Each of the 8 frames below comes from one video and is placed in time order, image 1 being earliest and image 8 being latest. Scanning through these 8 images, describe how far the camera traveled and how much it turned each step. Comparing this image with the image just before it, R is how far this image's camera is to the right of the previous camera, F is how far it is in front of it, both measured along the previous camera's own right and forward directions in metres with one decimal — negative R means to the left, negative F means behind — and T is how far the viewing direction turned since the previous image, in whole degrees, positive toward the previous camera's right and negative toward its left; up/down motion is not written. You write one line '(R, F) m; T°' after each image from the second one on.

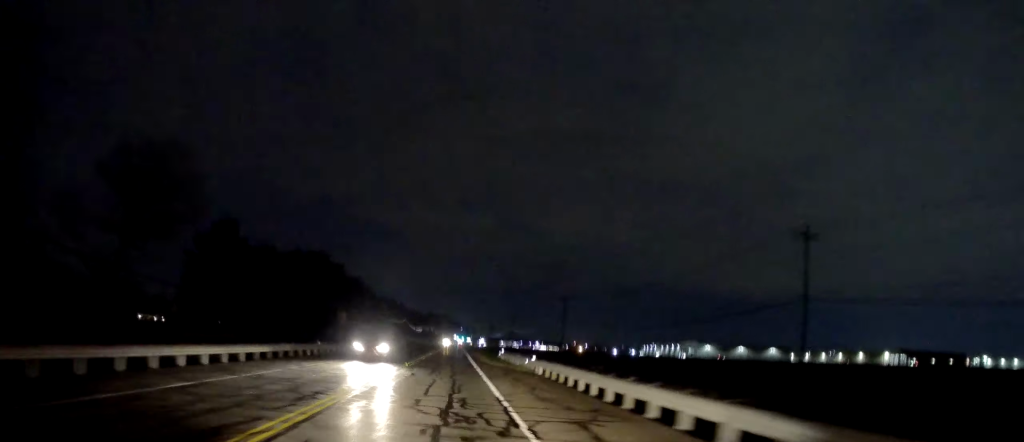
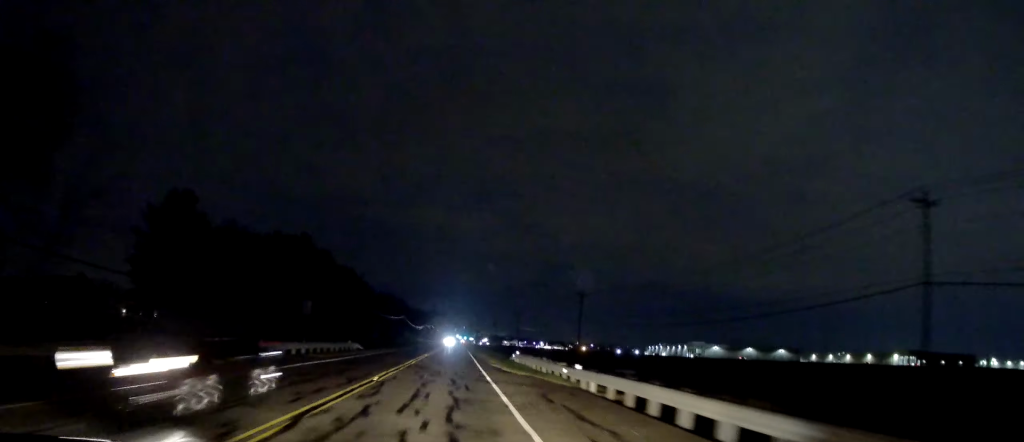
(0.0, +11.1) m; 0°
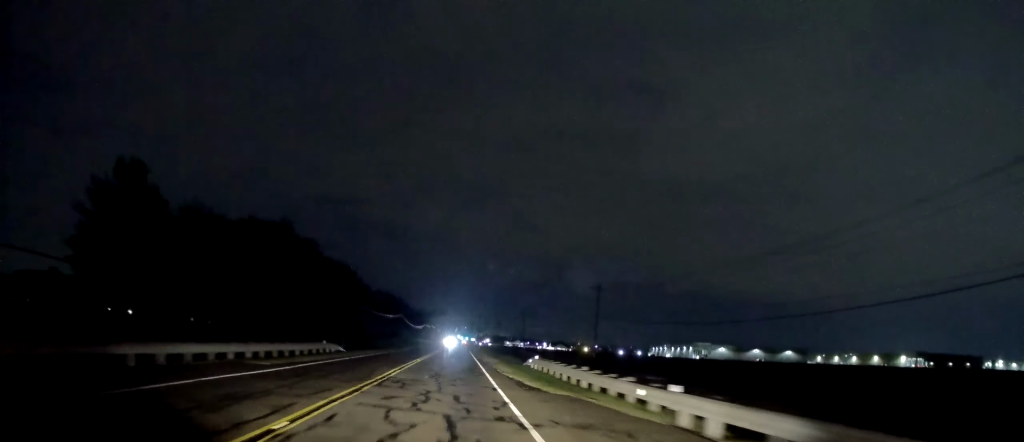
(0.0, +9.1) m; 0°
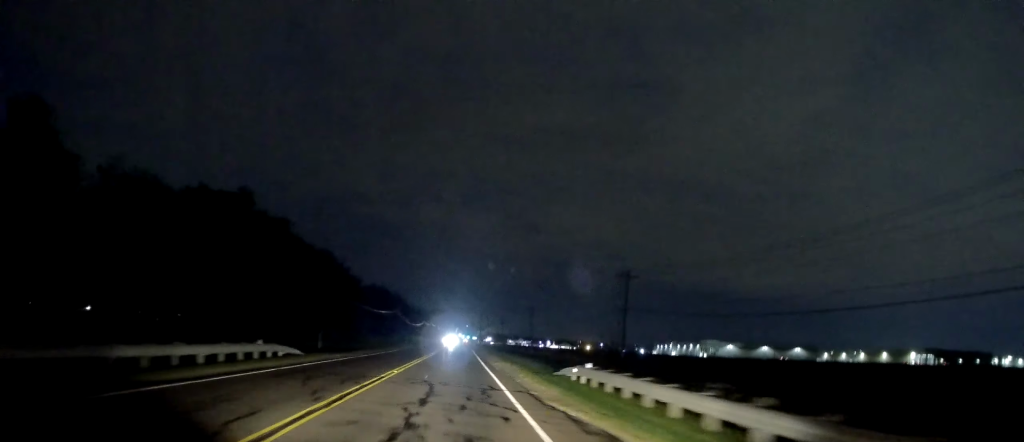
(0.0, +12.5) m; 0°
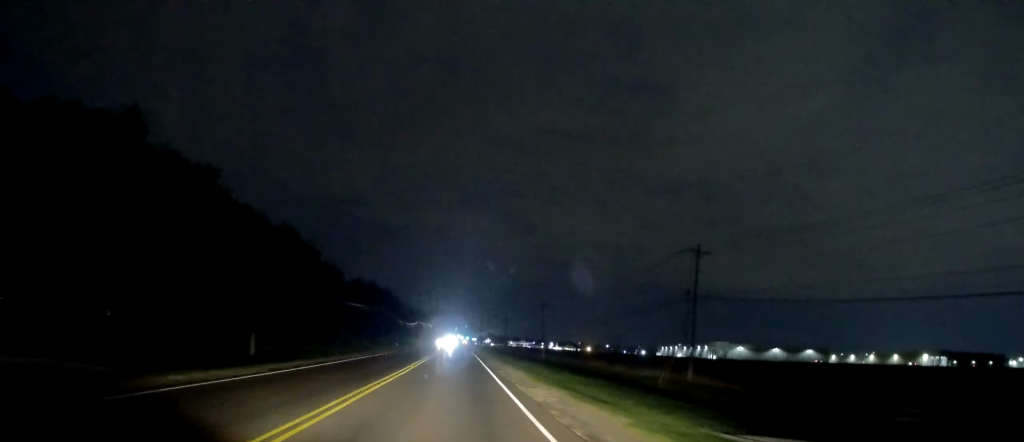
(0.0, +19.2) m; -1°
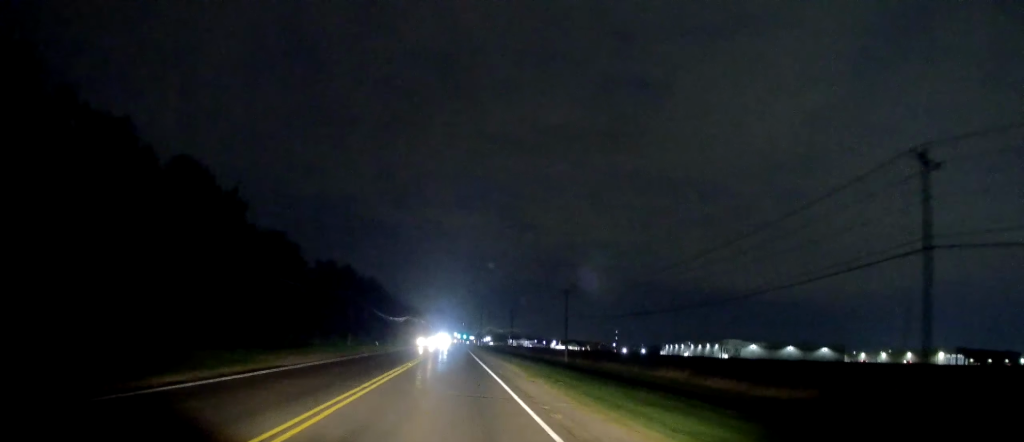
(-0.5, +25.4) m; -1°
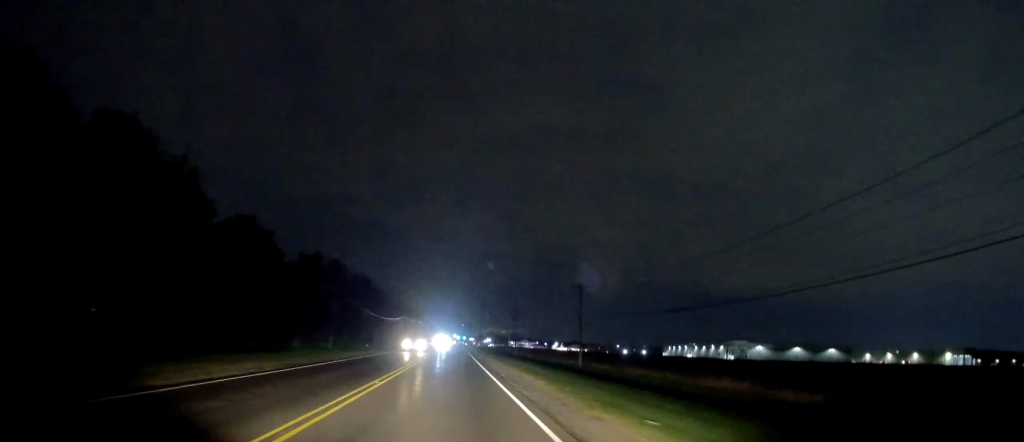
(0.0, +10.0) m; 0°
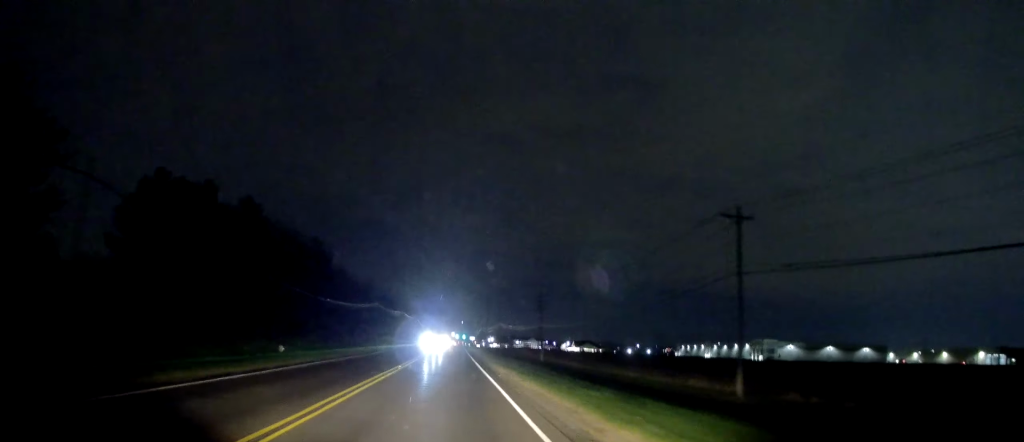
(+1.0, +42.8) m; +1°
